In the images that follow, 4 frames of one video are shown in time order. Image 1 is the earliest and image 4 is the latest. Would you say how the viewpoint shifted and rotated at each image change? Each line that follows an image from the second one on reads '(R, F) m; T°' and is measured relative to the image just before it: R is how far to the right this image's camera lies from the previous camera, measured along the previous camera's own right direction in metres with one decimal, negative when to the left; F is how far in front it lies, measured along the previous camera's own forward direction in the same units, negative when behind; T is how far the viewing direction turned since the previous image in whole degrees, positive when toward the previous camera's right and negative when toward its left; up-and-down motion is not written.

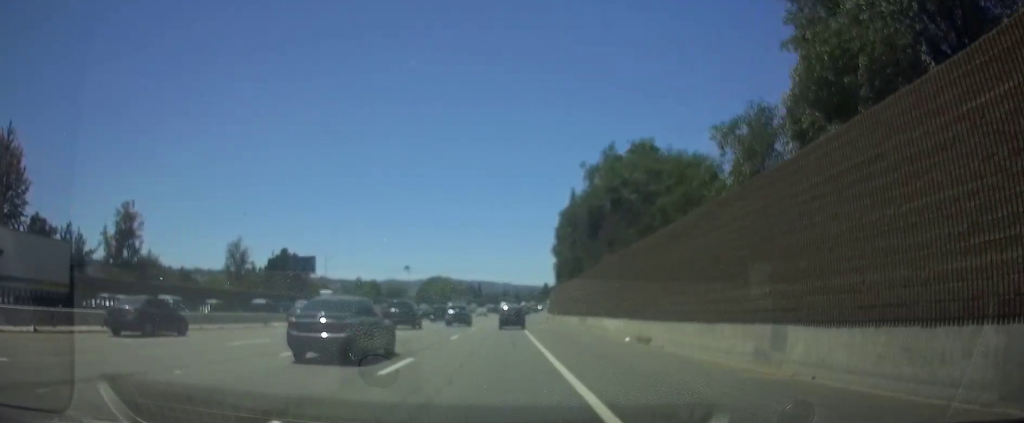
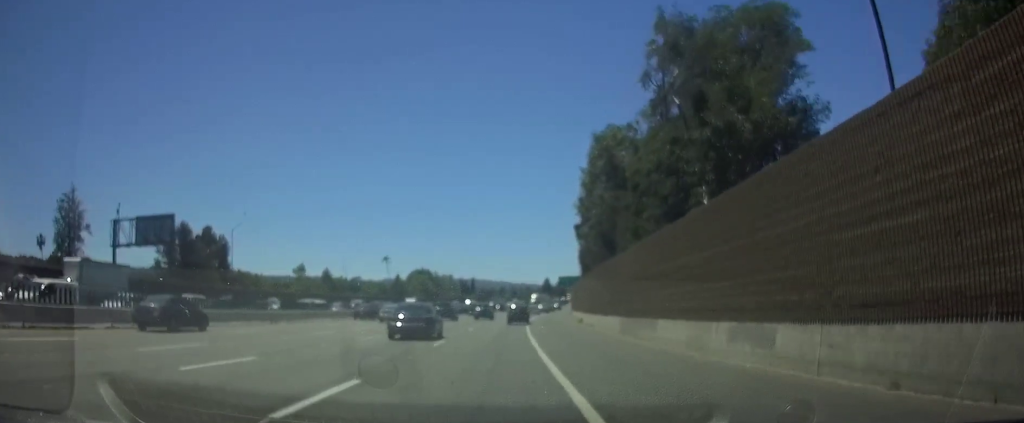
(-0.6, +50.5) m; -1°
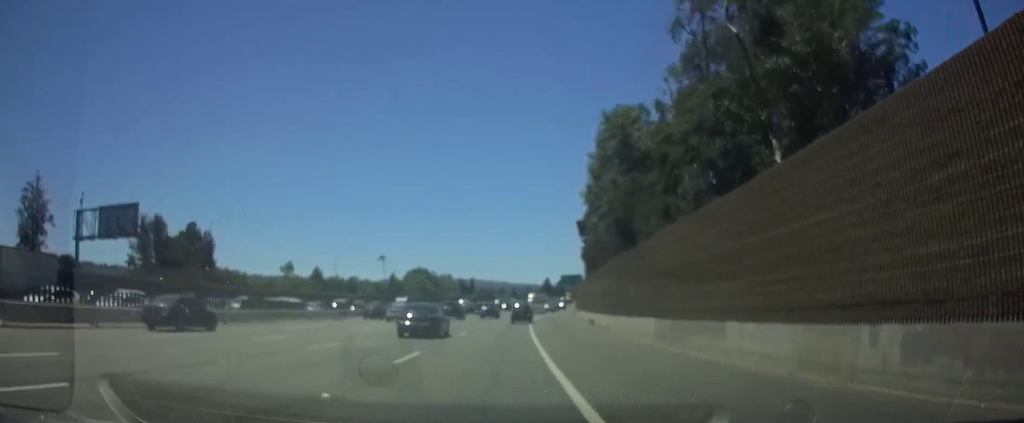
(+0.1, +7.5) m; +1°
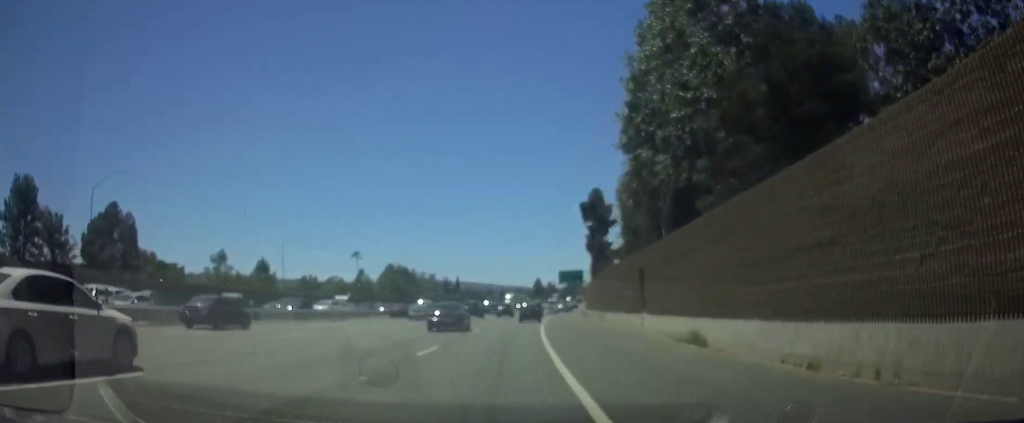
(+0.2, +27.9) m; +1°
